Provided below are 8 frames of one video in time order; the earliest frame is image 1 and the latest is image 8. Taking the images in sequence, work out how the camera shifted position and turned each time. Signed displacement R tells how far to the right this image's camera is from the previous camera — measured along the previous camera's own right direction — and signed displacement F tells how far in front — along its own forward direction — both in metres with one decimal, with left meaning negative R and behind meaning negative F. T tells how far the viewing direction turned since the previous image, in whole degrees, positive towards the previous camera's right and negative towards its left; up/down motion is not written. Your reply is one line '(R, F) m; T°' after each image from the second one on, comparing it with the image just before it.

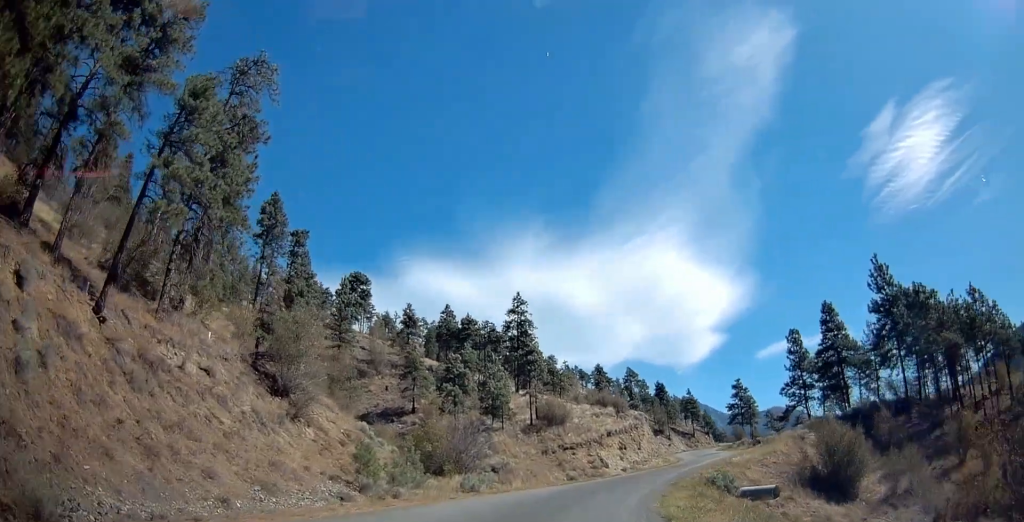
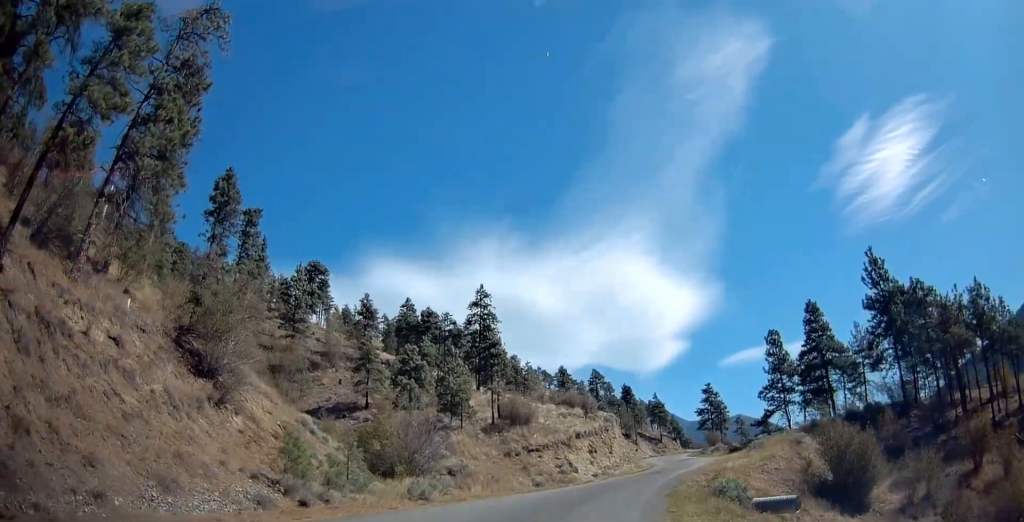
(+0.1, +4.9) m; +4°
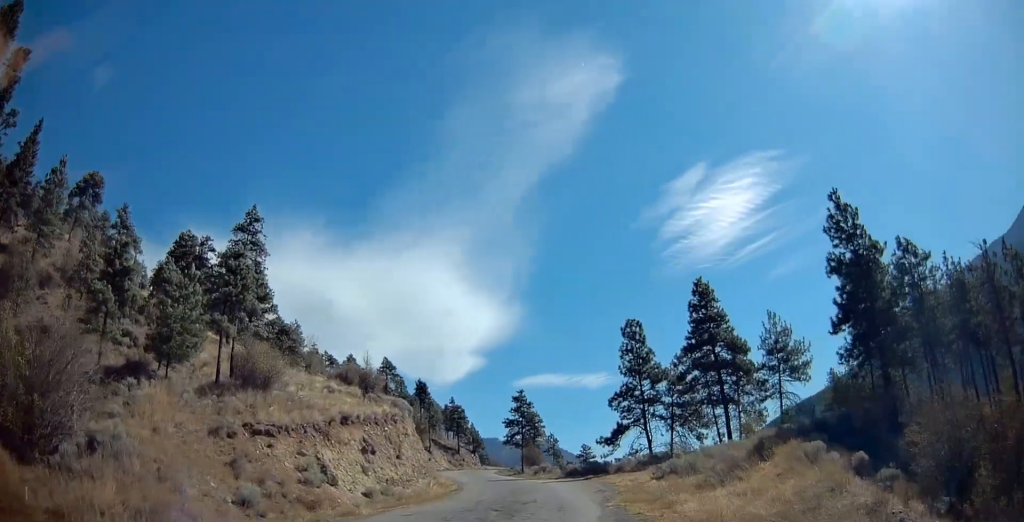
(+3.7, +21.4) m; +20°
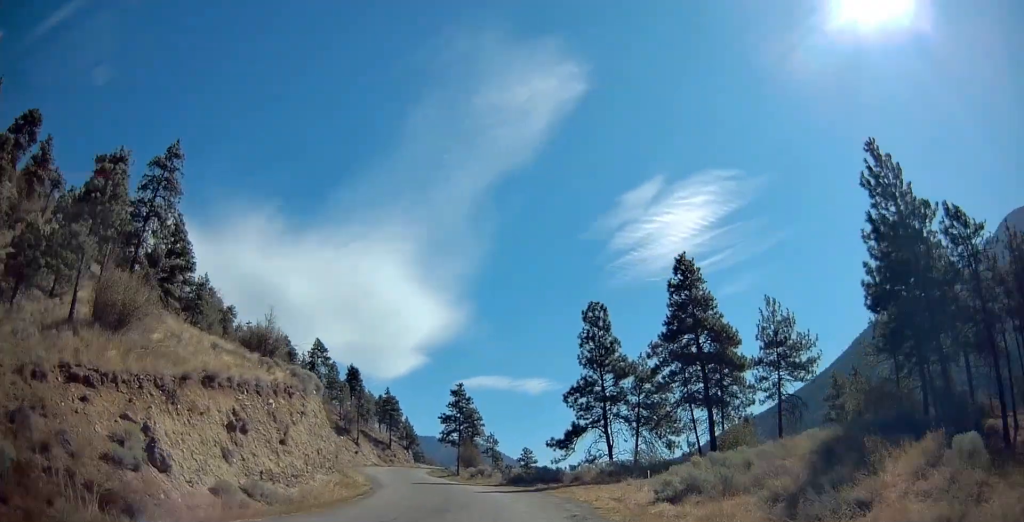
(+0.6, +9.5) m; +8°
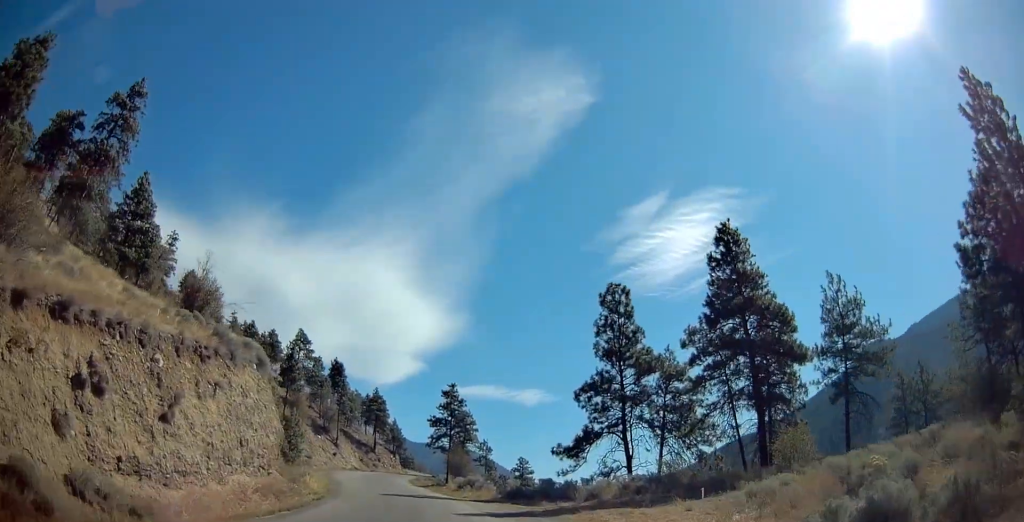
(+0.8, +8.7) m; +5°
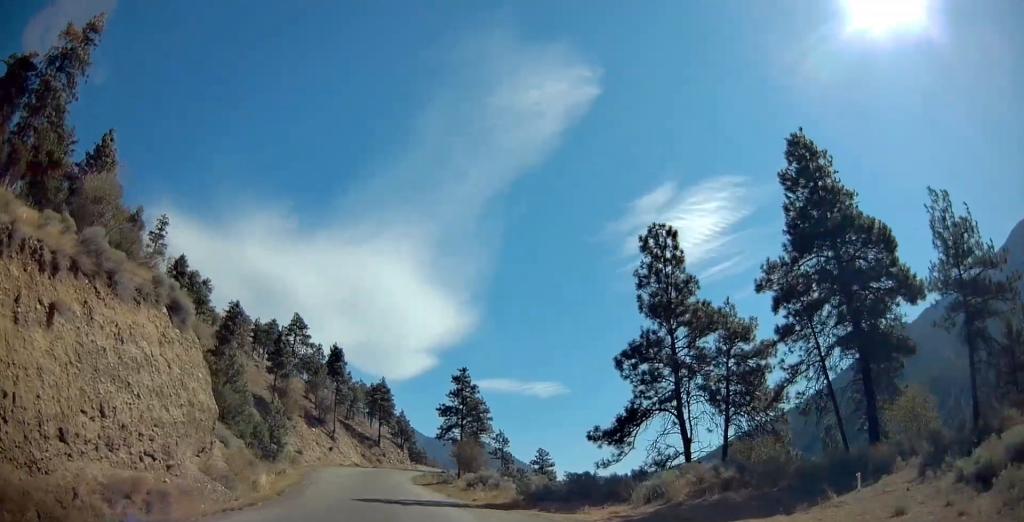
(-0.1, +9.1) m; 0°
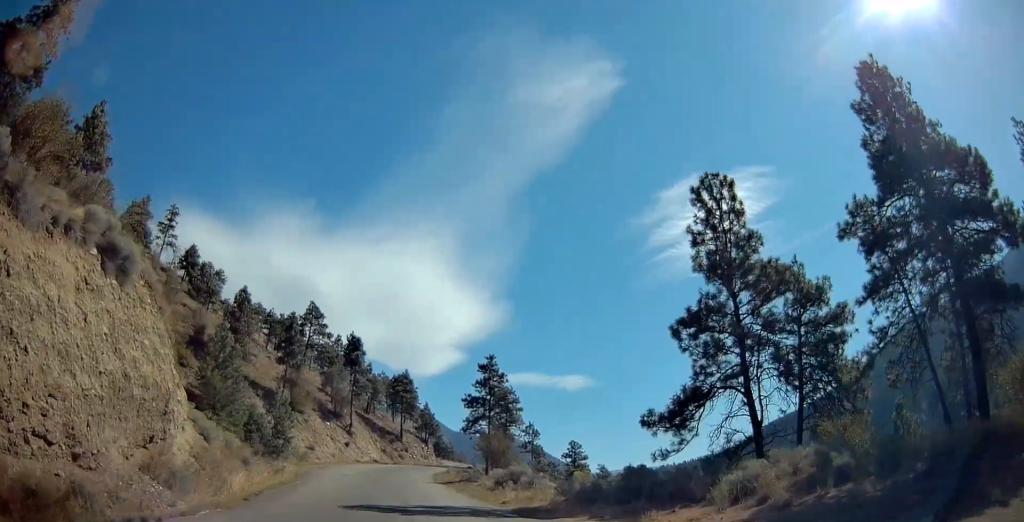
(0.0, +5.4) m; -1°
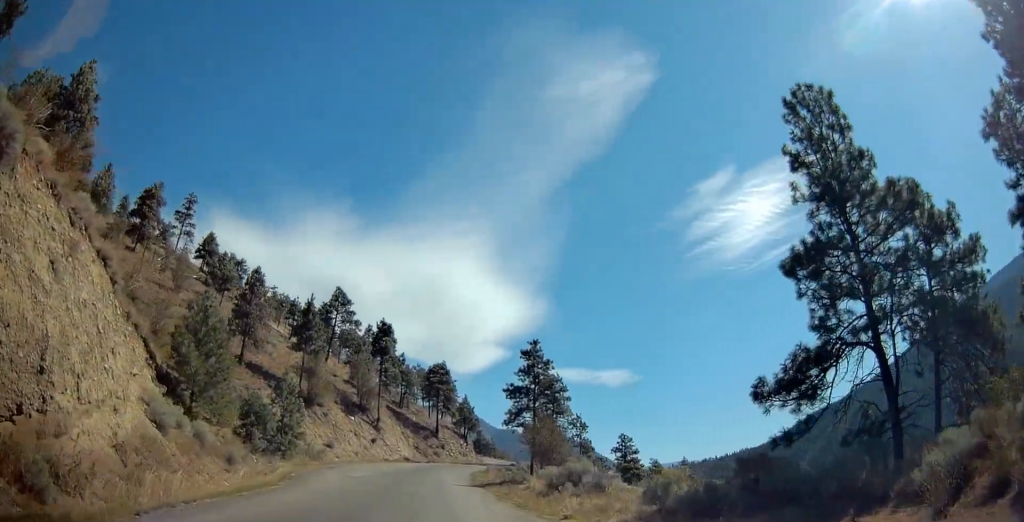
(+0.1, +7.3) m; -2°
